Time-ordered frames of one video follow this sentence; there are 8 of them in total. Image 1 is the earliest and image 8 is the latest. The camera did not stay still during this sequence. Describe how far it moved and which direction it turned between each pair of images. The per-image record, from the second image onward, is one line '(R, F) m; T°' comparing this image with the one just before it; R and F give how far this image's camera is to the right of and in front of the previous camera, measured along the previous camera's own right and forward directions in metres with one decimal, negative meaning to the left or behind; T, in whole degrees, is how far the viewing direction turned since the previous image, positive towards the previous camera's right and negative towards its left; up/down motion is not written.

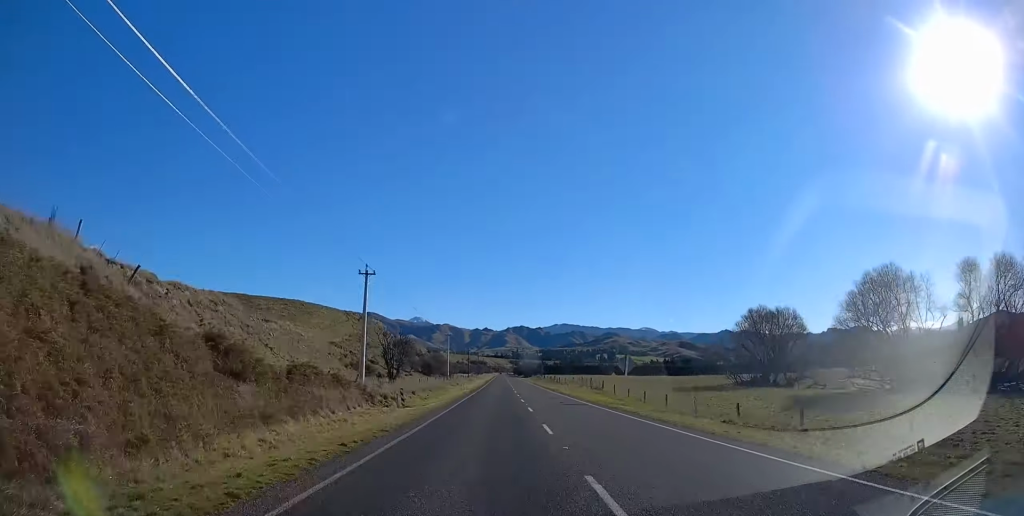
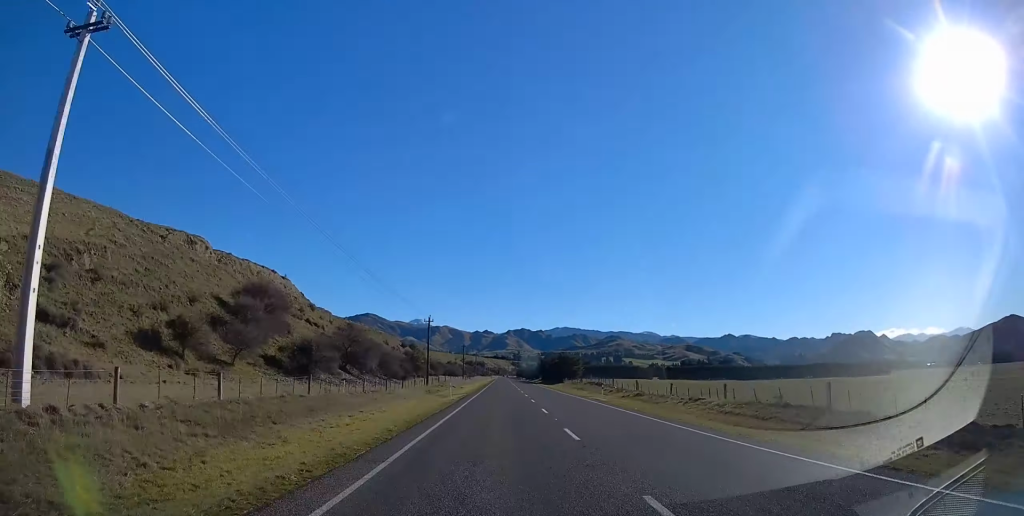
(+0.4, +113.3) m; 0°
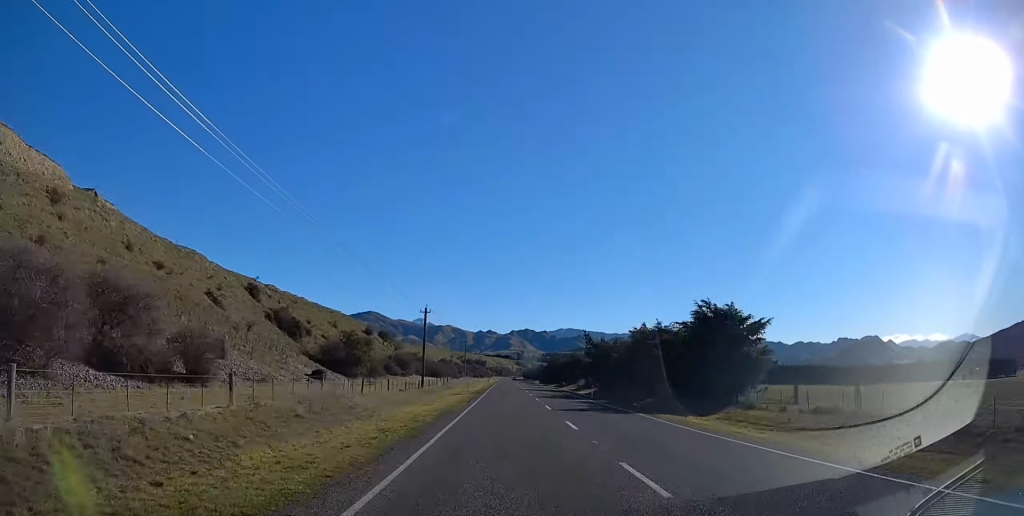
(-0.1, +87.7) m; 0°
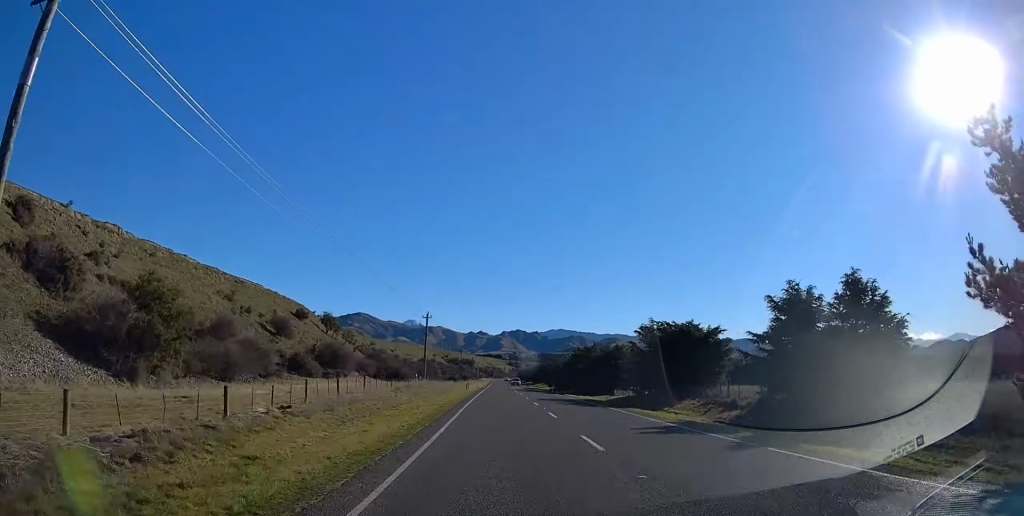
(-0.2, +65.8) m; 0°
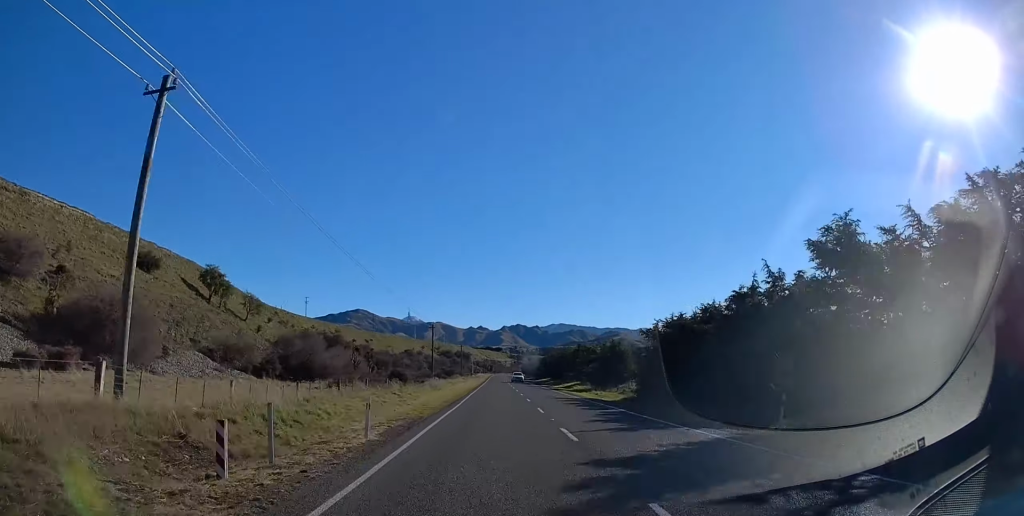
(+0.2, +69.3) m; 0°
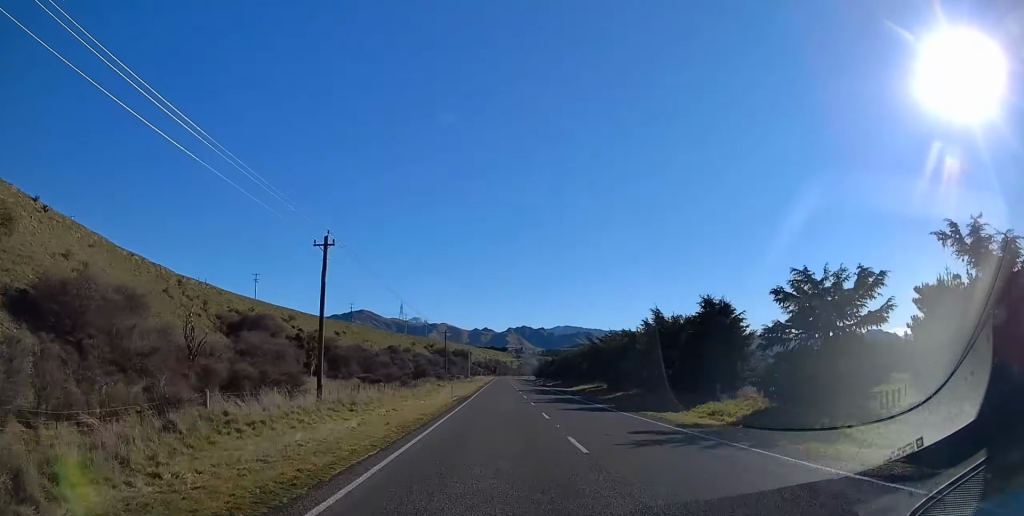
(0.0, +62.0) m; 0°
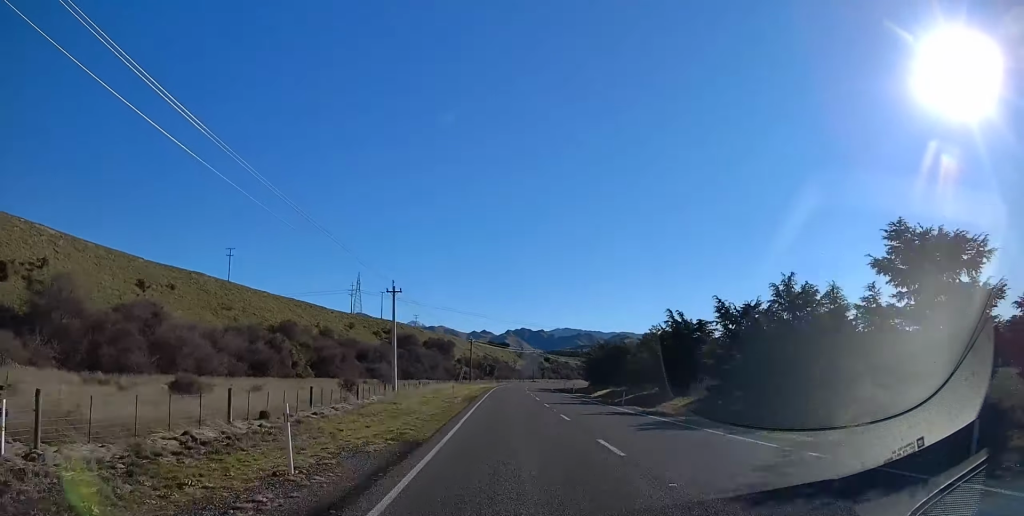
(+0.4, +130.9) m; +3°
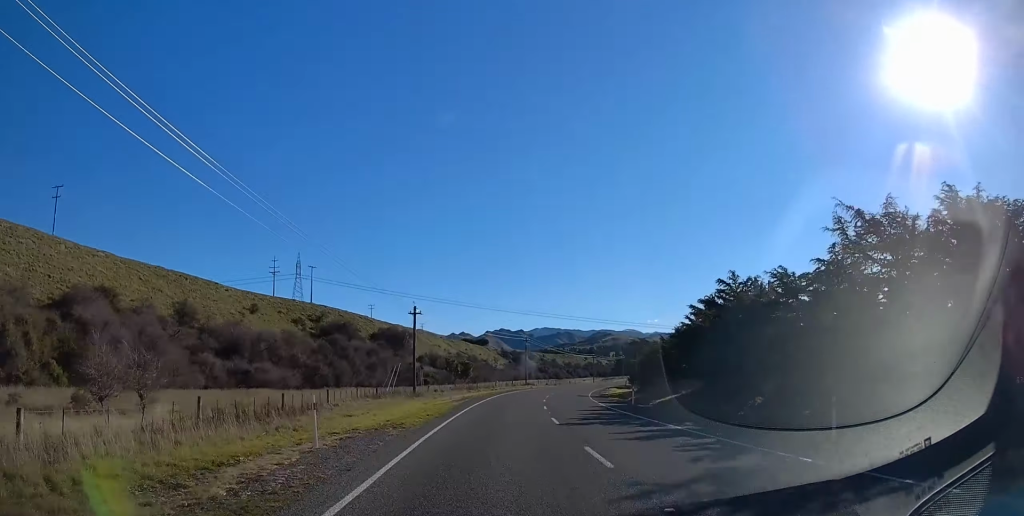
(-1.8, +61.8) m; +3°
